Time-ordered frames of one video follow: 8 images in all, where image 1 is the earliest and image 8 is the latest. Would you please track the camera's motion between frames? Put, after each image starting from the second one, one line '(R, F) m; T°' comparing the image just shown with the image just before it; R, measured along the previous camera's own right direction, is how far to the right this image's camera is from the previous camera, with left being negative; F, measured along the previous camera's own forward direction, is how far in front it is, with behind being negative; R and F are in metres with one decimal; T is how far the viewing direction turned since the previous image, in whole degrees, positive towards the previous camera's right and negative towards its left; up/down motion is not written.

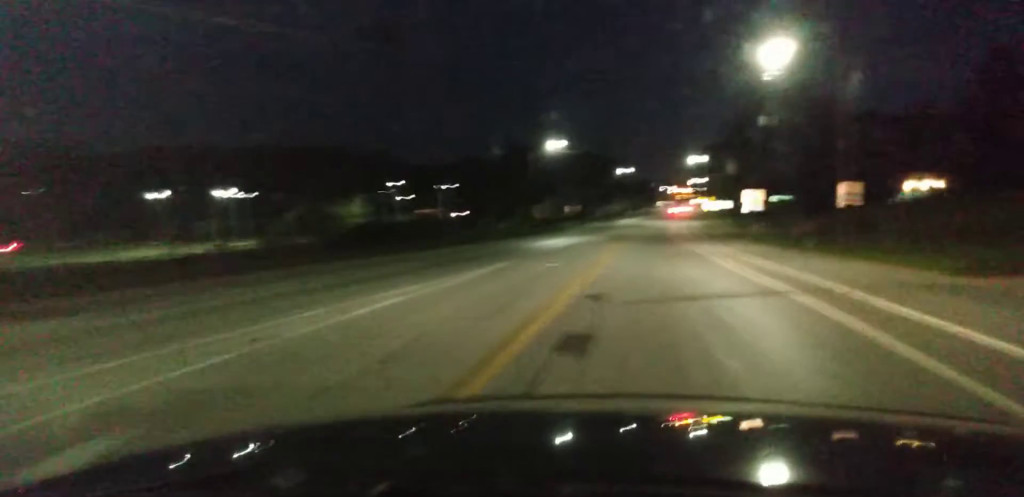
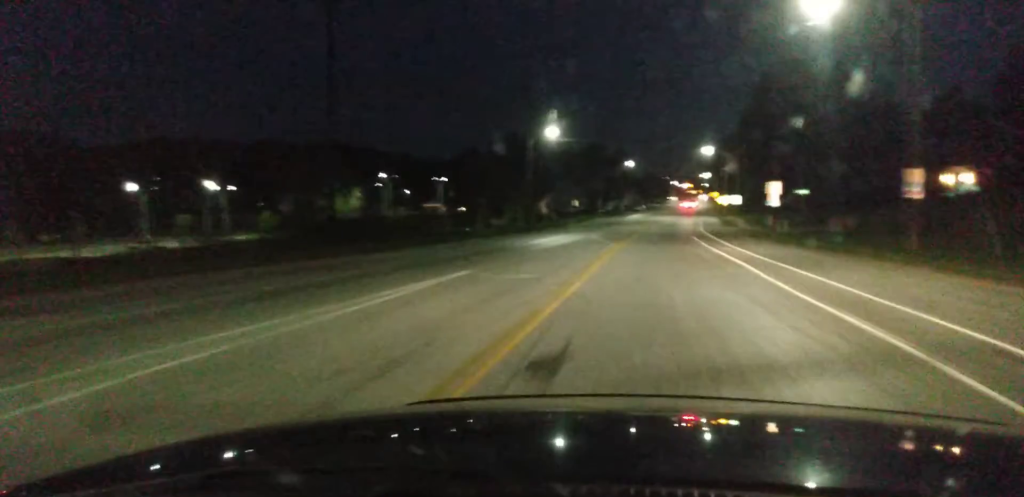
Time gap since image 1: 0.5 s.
(-0.2, +7.9) m; -1°
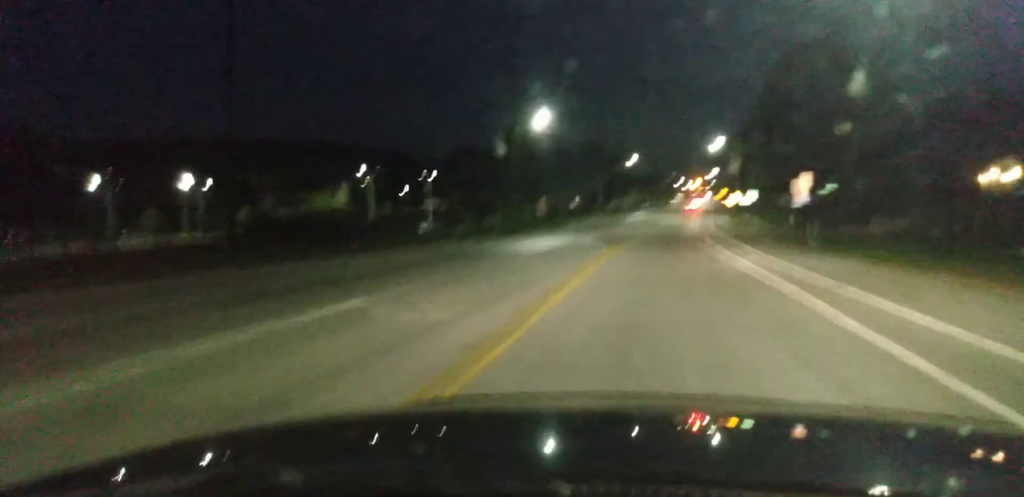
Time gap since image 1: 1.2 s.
(-0.2, +9.5) m; 0°
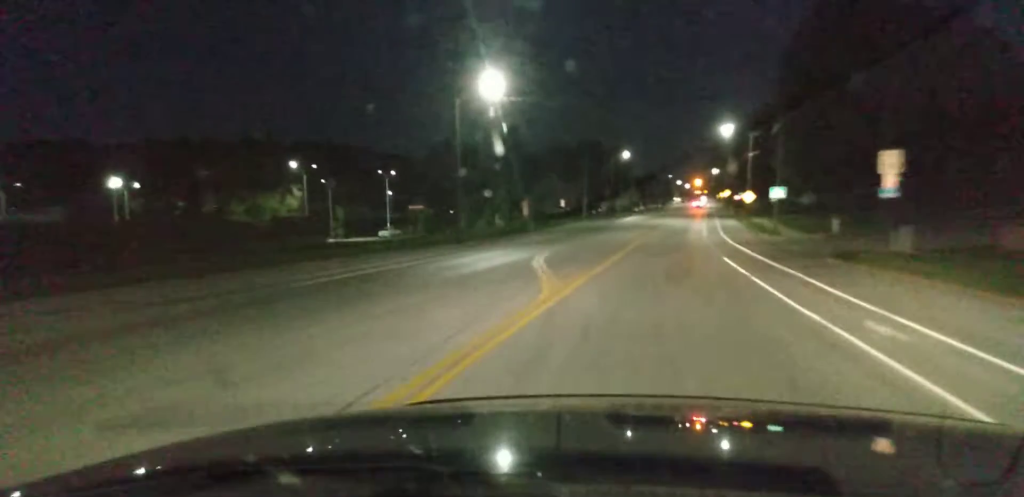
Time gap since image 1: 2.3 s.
(+0.2, +16.7) m; +1°
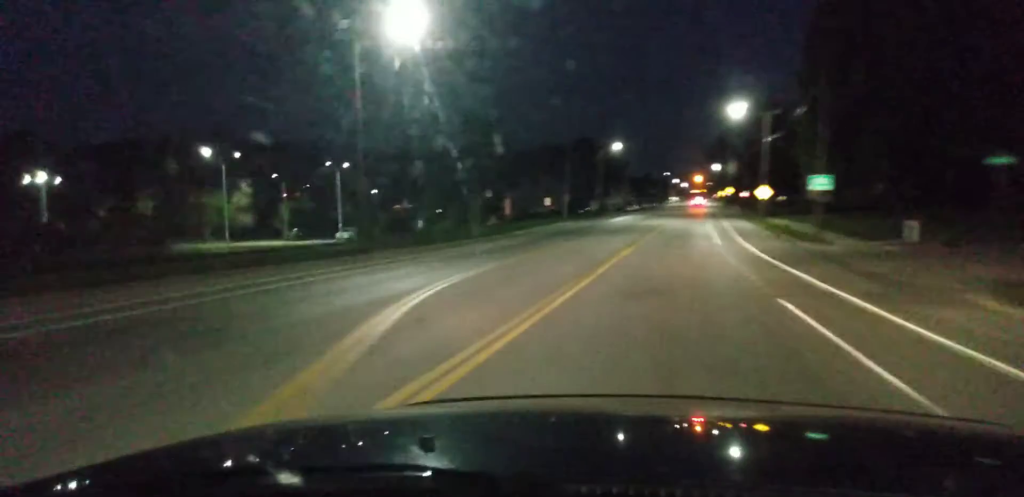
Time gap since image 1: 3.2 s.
(0.0, +14.6) m; 0°
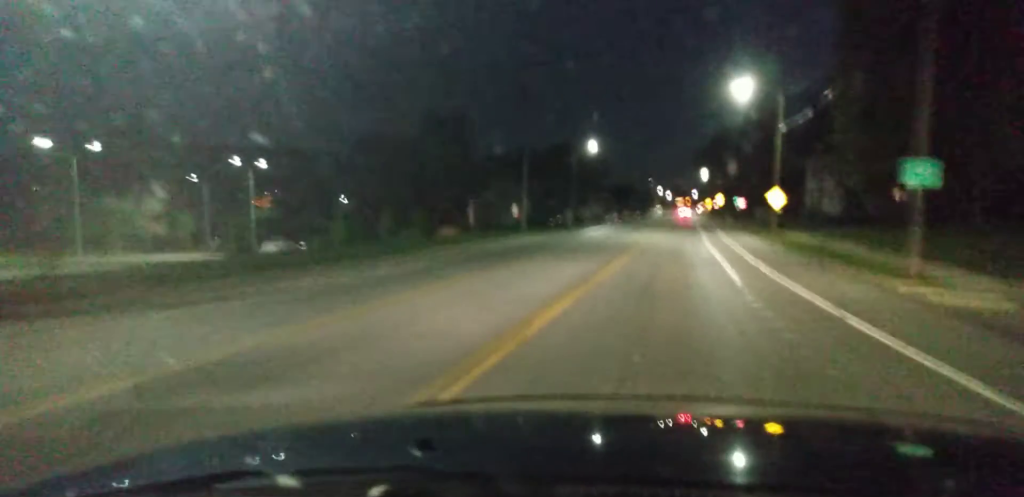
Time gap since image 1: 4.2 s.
(+0.1, +15.6) m; +1°
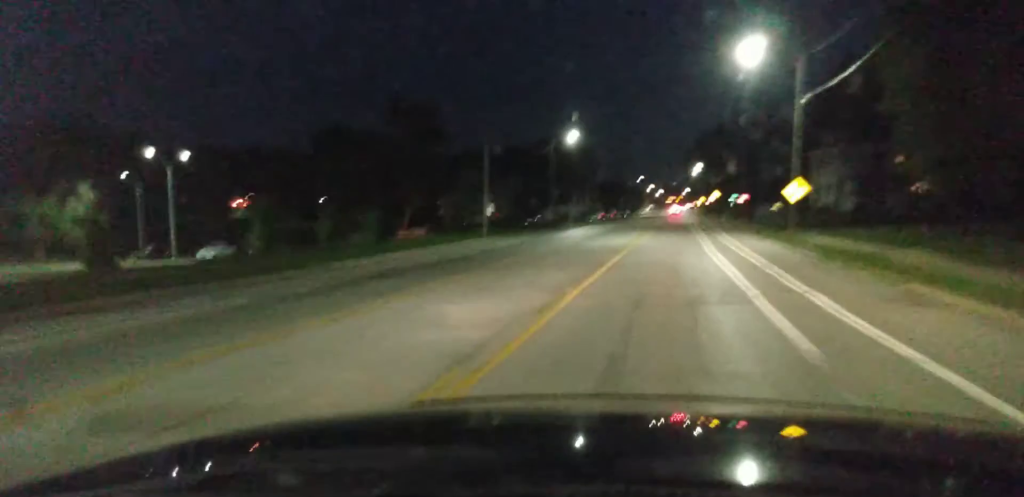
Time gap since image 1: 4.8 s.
(+0.1, +10.0) m; +1°
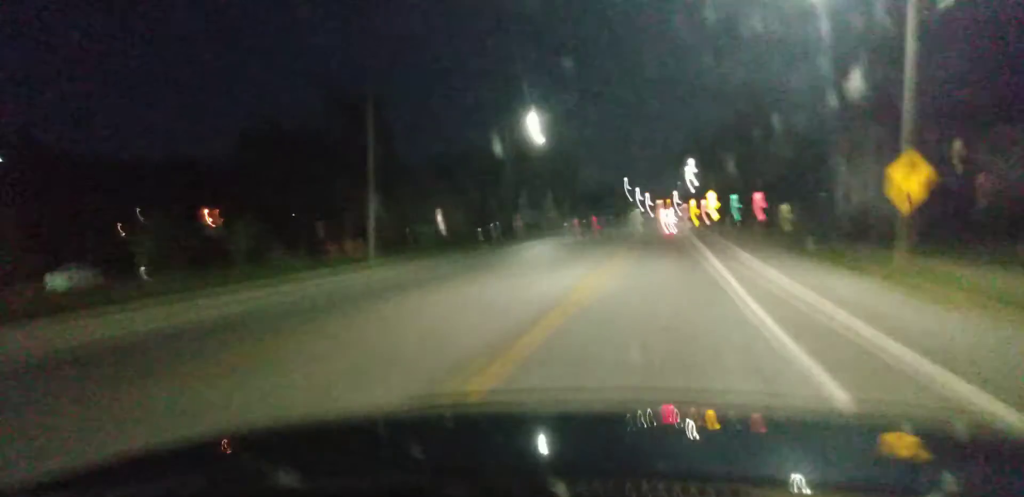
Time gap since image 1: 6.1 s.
(+0.2, +19.3) m; +2°
